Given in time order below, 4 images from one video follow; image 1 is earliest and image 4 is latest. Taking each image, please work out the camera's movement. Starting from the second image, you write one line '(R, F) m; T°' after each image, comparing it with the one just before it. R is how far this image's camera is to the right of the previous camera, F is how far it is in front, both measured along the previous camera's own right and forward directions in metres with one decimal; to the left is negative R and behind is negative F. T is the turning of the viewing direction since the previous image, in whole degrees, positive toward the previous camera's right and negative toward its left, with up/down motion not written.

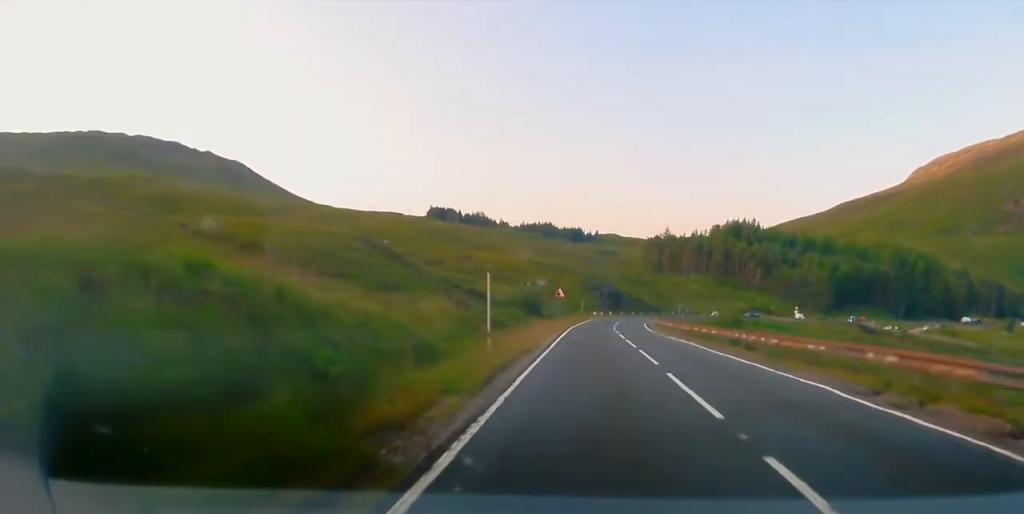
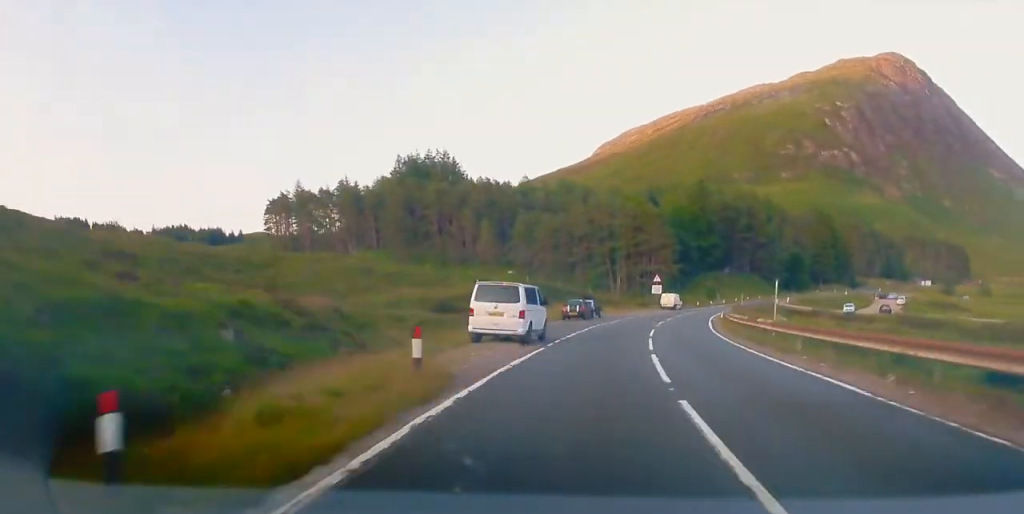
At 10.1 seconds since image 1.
(+26.5, +173.3) m; +25°
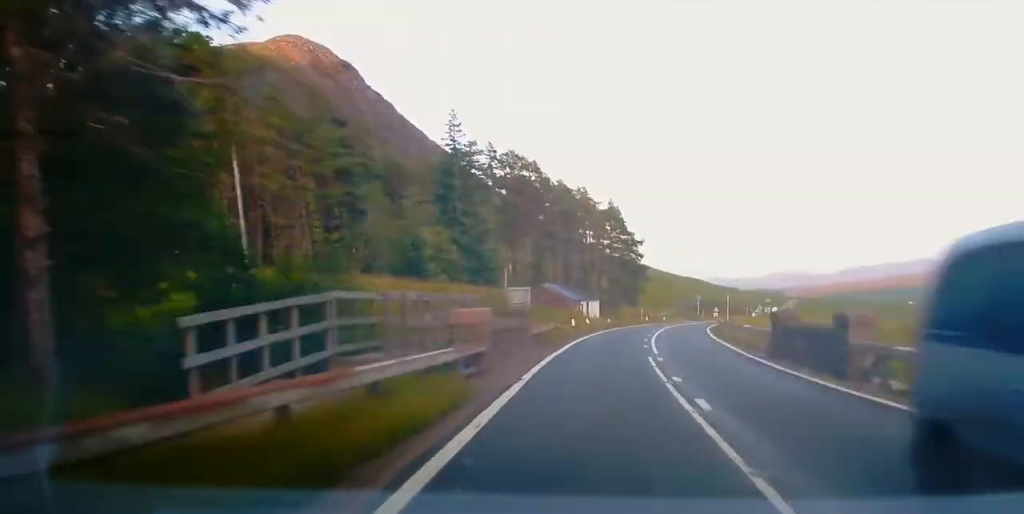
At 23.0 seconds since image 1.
(+77.4, +199.9) m; +34°
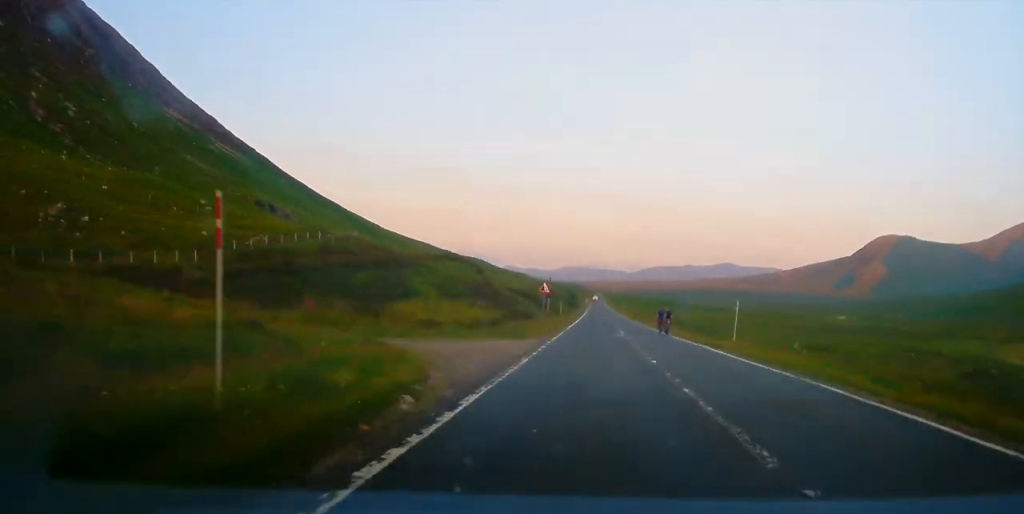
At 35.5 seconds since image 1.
(+31.2, +211.2) m; +11°
